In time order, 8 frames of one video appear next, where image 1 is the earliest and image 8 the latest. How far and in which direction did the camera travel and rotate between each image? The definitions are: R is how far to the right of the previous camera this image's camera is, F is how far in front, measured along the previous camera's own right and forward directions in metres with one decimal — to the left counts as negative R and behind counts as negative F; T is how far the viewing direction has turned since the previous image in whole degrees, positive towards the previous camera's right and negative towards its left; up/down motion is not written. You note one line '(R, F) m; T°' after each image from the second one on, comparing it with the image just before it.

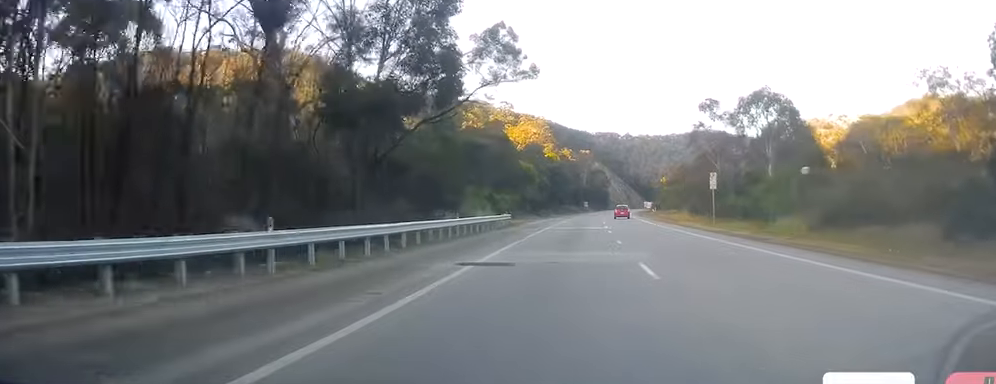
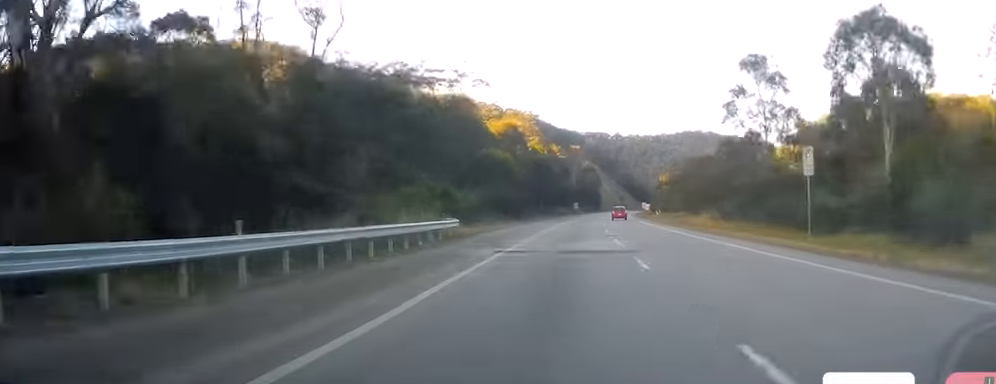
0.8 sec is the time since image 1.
(-0.1, +21.9) m; 0°
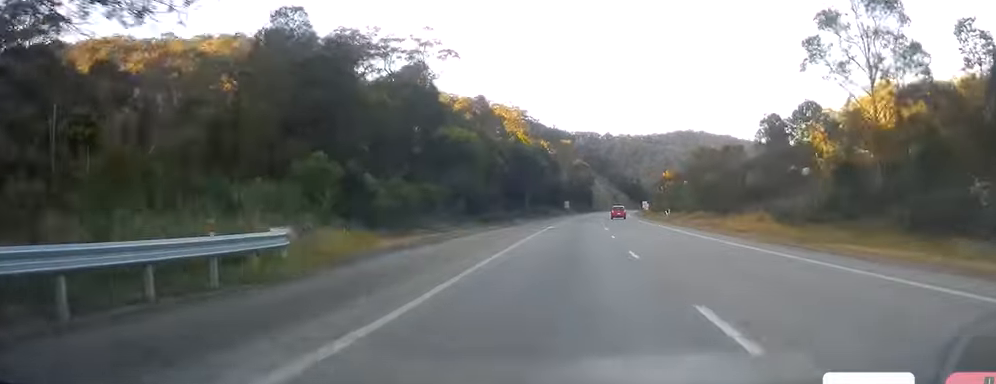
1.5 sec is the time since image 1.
(0.0, +21.0) m; +1°
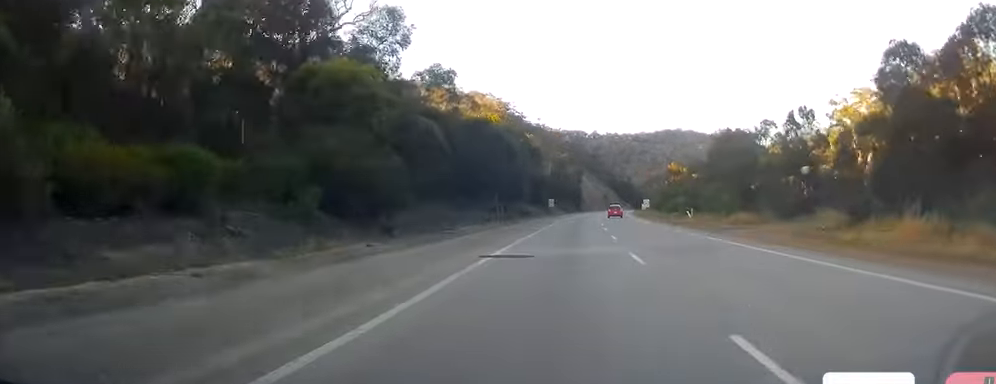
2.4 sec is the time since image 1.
(+0.3, +26.6) m; +1°
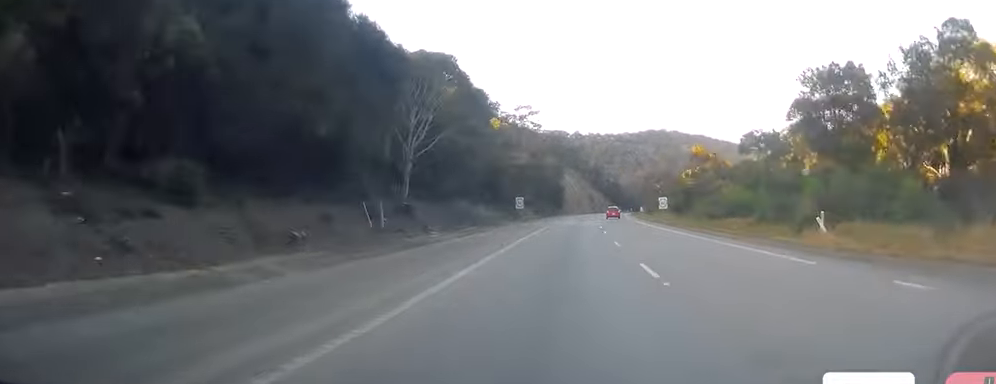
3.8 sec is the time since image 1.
(+0.4, +38.8) m; +1°
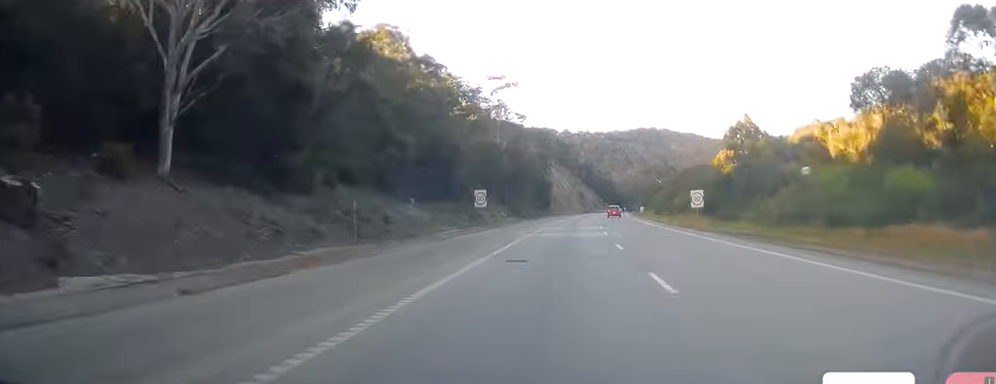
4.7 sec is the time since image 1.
(+0.2, +26.6) m; +1°
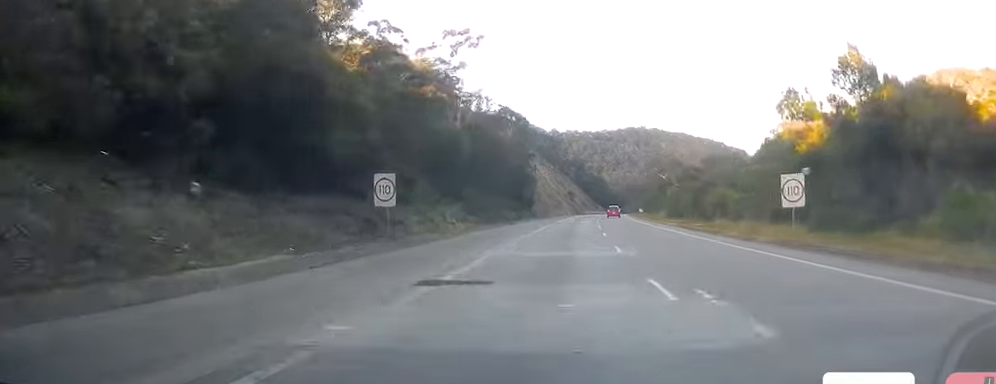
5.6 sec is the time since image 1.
(+0.4, +24.7) m; +1°
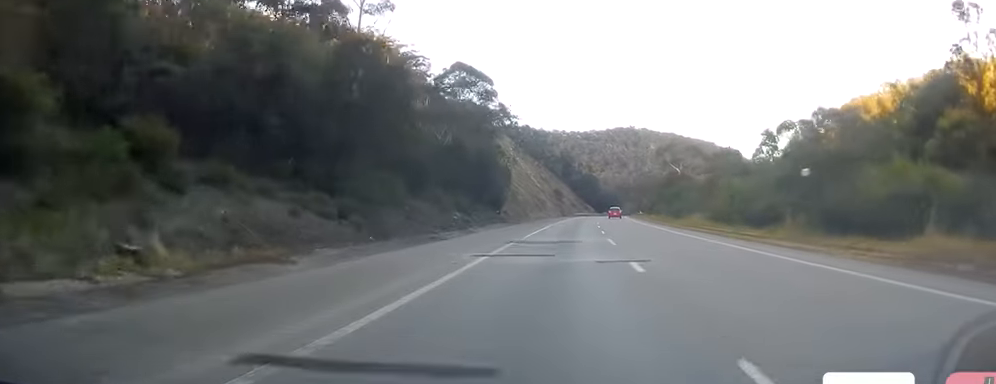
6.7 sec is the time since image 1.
(+0.4, +31.4) m; +1°
